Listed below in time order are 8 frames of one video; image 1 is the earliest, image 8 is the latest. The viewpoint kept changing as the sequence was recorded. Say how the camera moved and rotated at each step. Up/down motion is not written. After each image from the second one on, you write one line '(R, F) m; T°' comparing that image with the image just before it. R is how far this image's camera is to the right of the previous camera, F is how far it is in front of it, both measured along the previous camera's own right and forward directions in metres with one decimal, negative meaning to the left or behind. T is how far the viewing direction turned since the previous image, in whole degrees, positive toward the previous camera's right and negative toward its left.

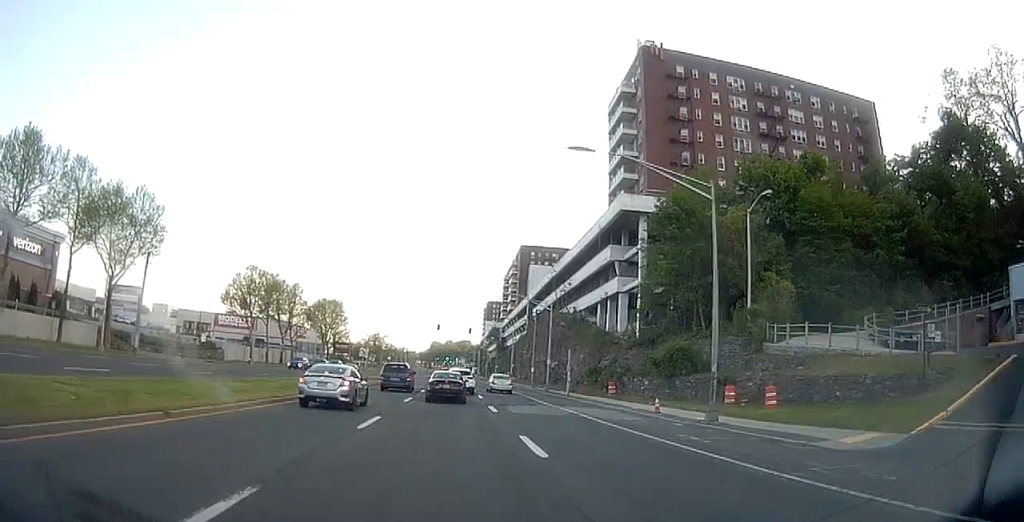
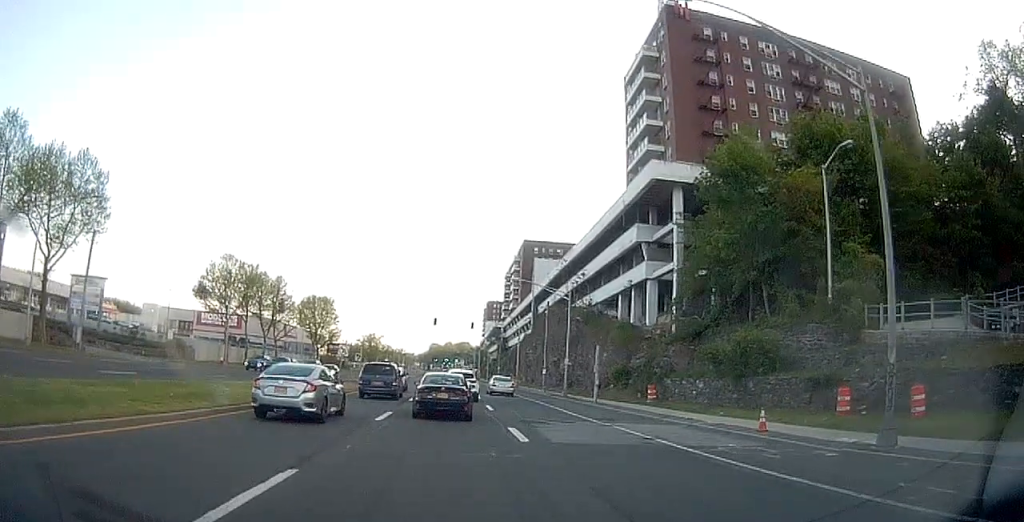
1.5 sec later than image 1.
(-0.3, +8.8) m; -2°
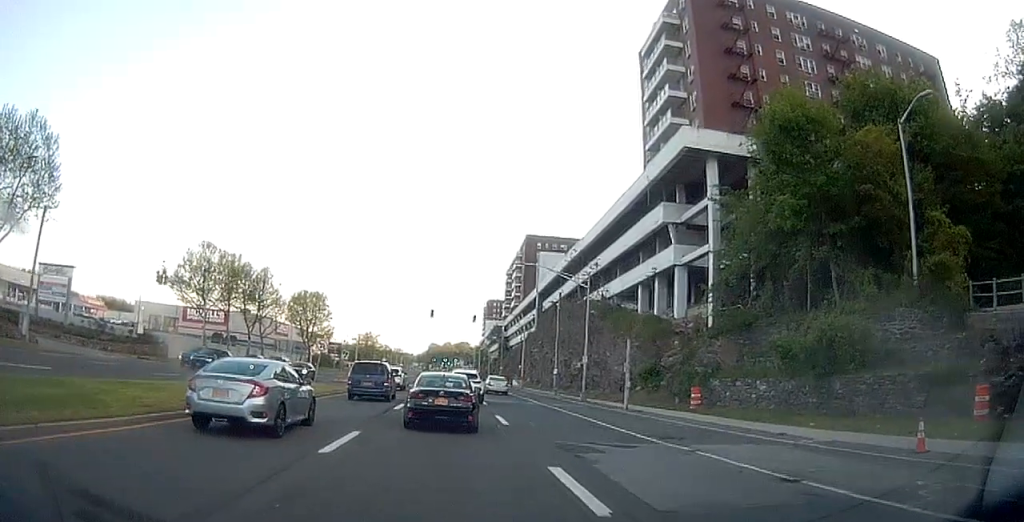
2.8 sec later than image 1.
(0.0, +7.0) m; +1°
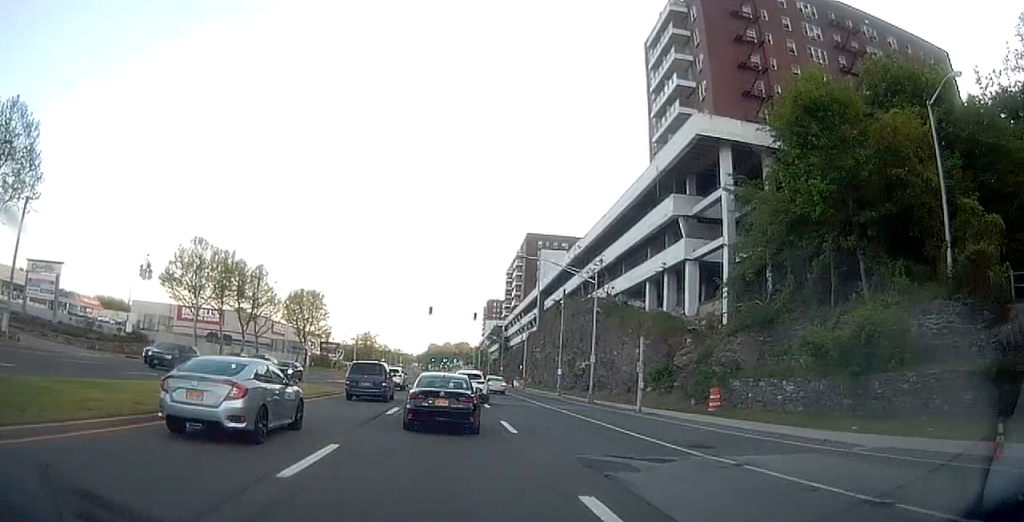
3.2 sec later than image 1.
(-0.1, +2.5) m; +1°
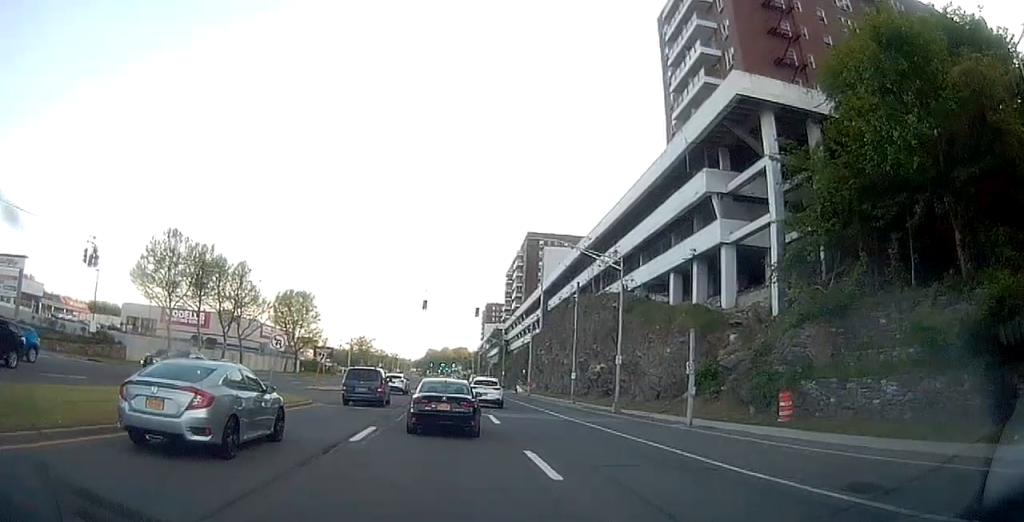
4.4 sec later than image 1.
(+0.3, +7.7) m; +2°
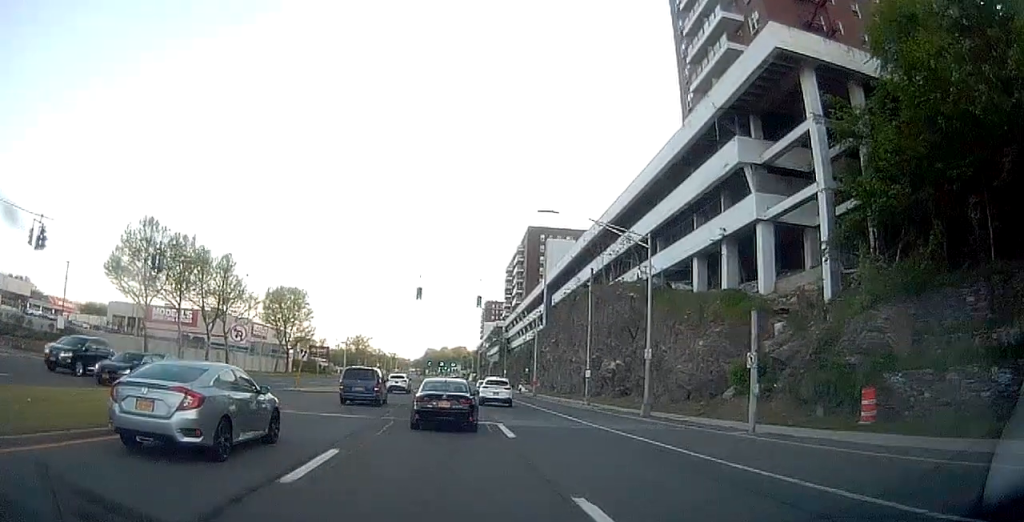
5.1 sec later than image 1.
(0.0, +5.8) m; -1°
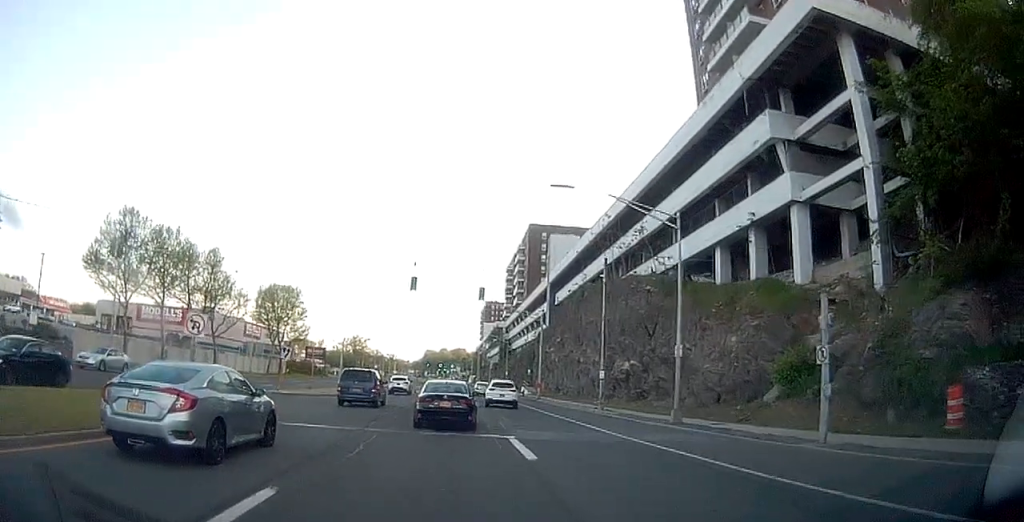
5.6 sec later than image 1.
(0.0, +4.5) m; +1°
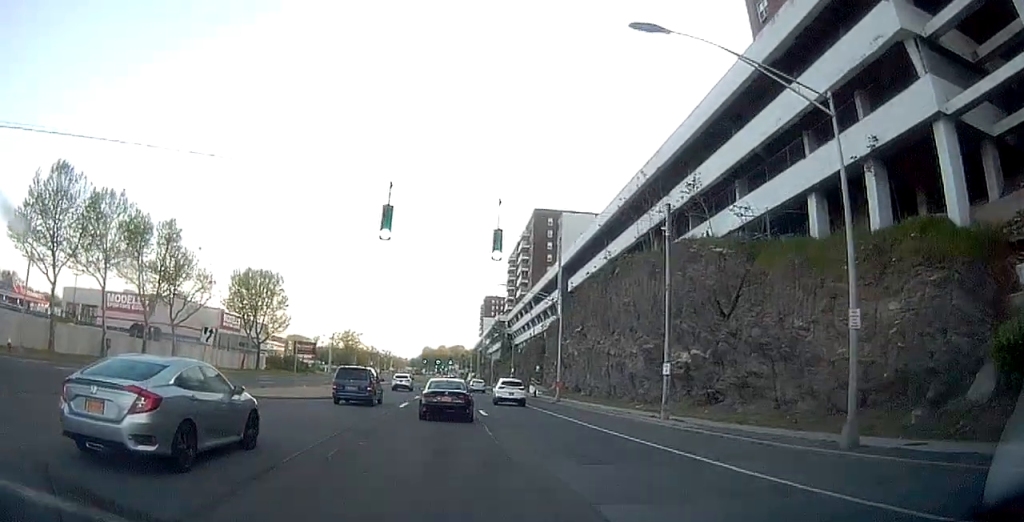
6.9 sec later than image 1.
(+0.2, +12.5) m; +1°
